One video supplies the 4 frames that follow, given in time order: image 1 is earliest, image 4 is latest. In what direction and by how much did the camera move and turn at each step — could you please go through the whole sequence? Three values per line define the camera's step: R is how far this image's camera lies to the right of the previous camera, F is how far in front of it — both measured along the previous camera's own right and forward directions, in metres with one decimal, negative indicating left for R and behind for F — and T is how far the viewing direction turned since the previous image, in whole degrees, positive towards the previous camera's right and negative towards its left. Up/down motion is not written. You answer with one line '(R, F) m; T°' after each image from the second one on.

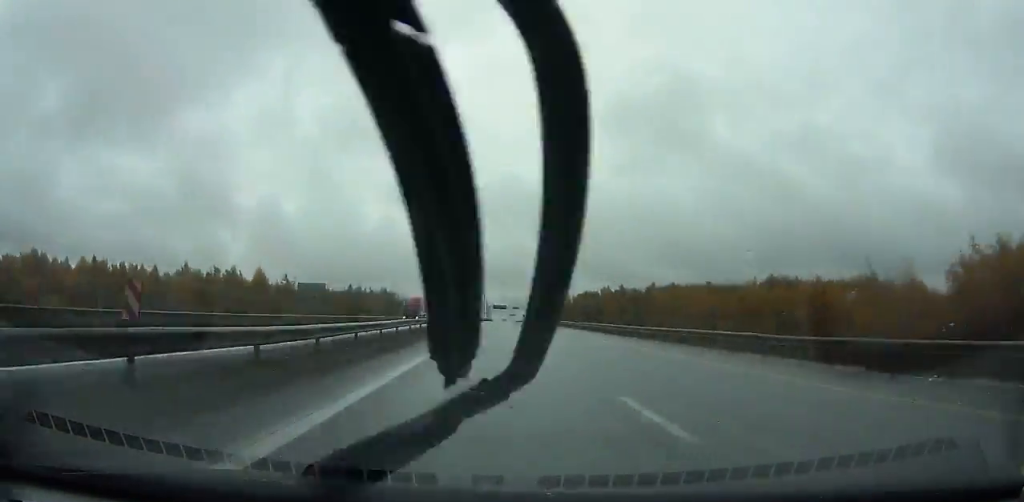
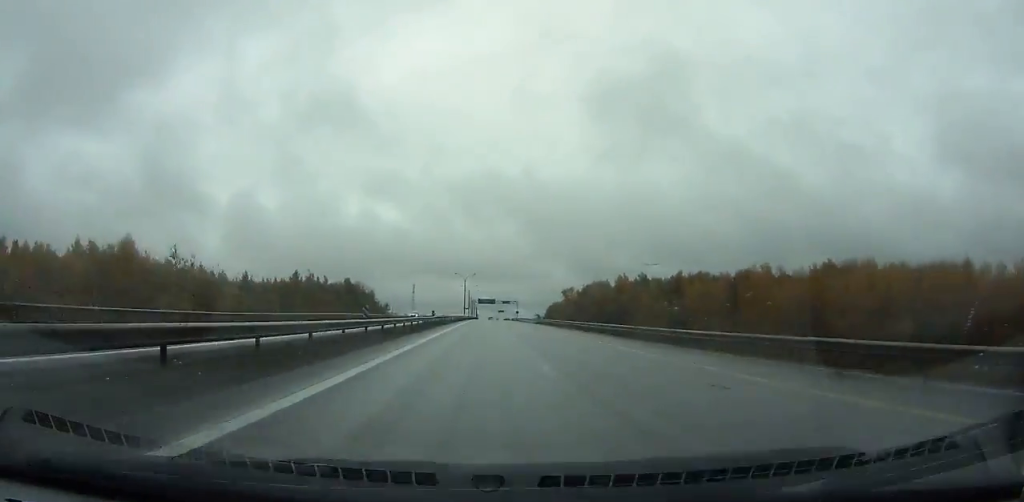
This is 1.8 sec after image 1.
(+0.3, +53.0) m; 0°
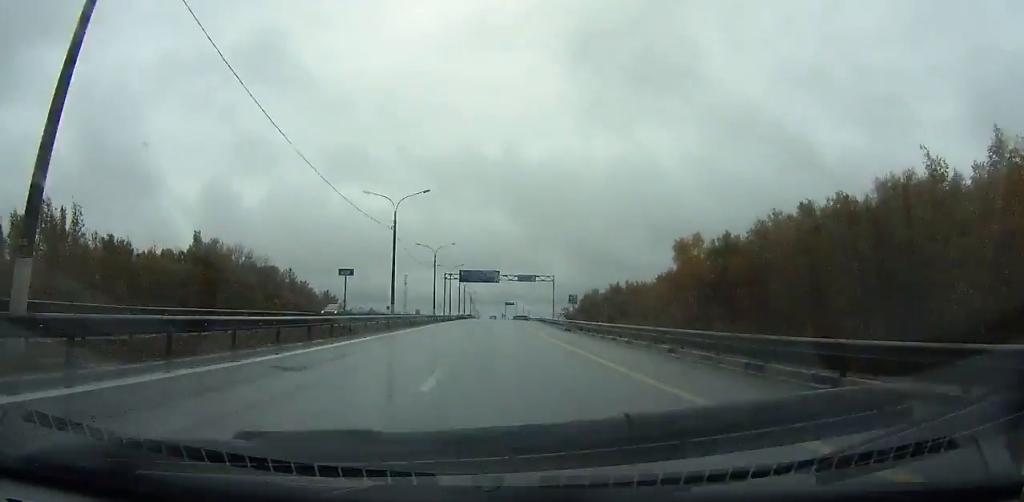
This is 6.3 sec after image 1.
(+0.6, +132.4) m; 0°
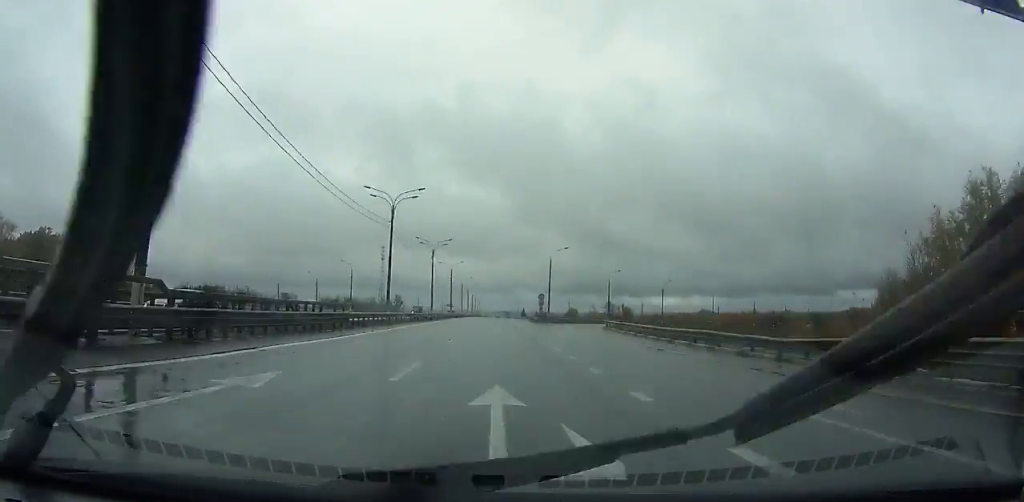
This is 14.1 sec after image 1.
(-2.9, +224.4) m; -1°
